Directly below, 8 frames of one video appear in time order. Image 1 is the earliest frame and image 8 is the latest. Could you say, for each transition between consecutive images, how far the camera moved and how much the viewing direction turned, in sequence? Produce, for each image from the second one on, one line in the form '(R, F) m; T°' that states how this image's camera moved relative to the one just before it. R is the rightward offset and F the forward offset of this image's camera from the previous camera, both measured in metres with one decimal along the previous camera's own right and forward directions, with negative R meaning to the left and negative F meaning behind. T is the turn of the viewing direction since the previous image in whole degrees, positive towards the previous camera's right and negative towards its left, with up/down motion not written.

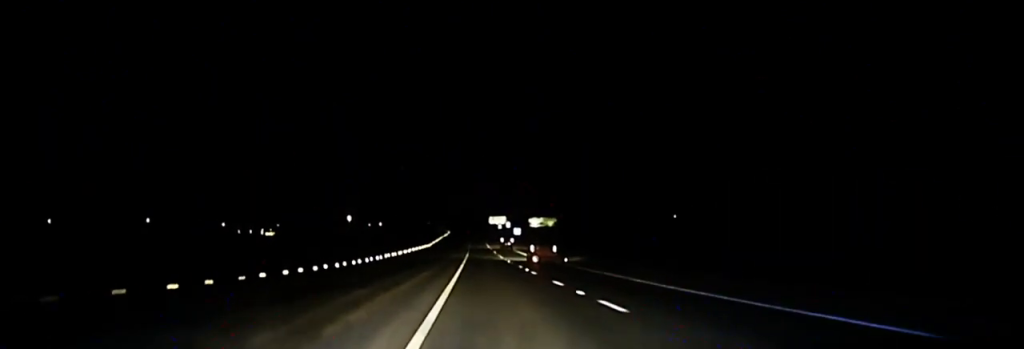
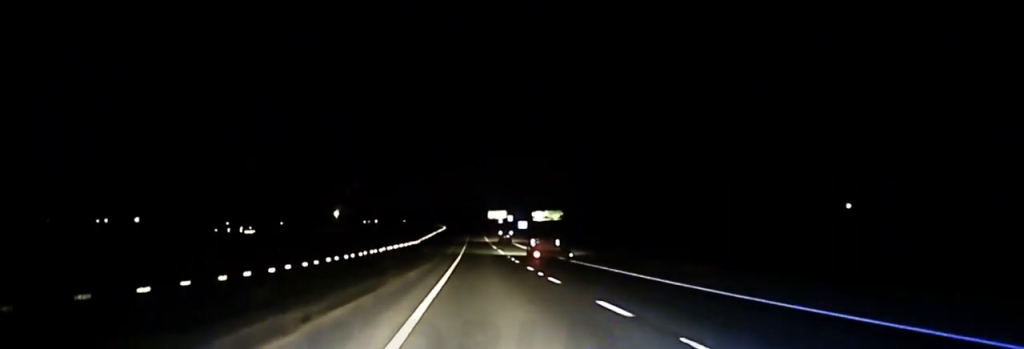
(-0.1, +39.4) m; 0°
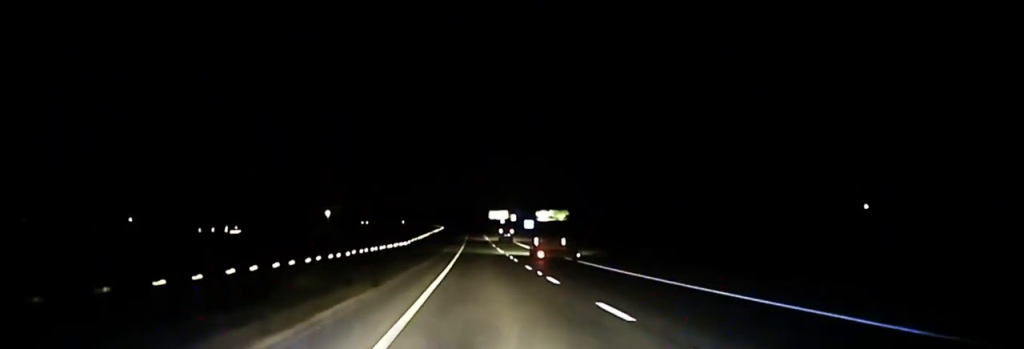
(+0.2, +26.0) m; +1°
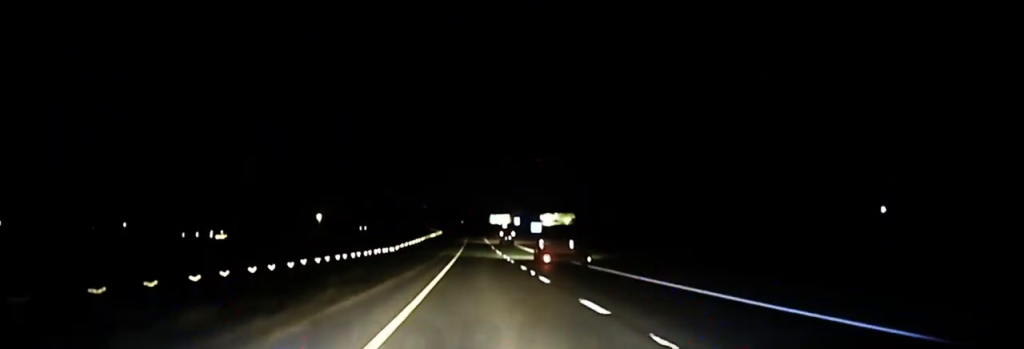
(+0.1, +24.0) m; 0°
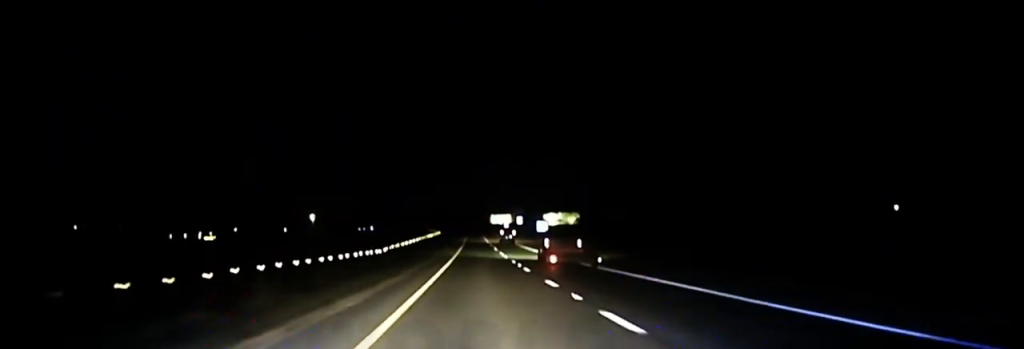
(+0.1, +16.6) m; 0°
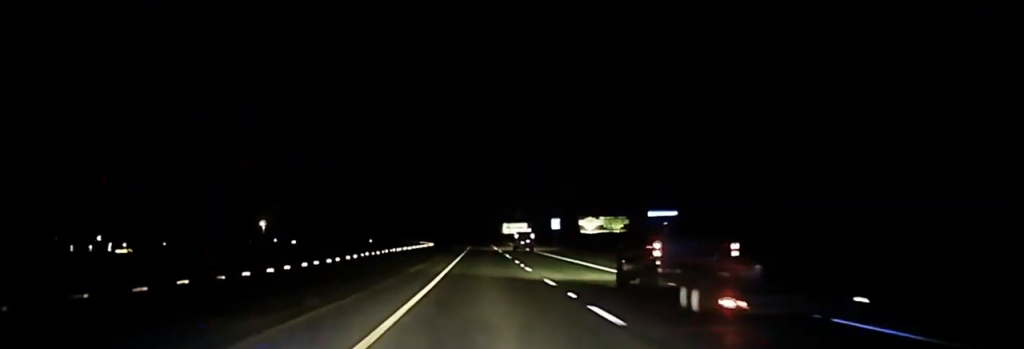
(-1.2, +102.8) m; -1°
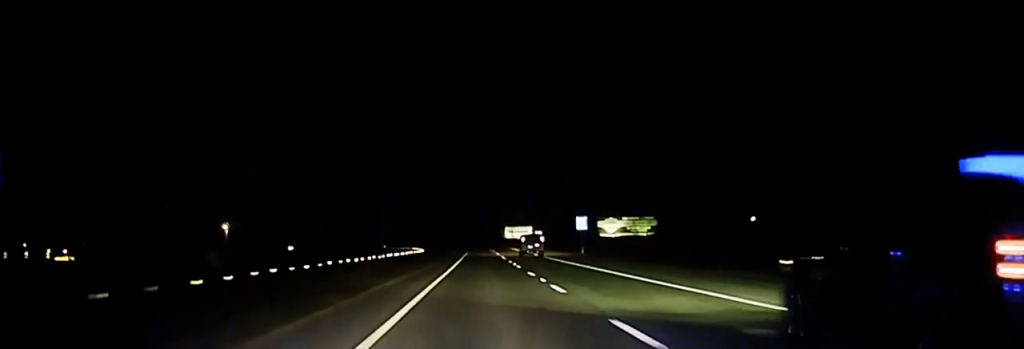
(+0.1, +36.9) m; 0°
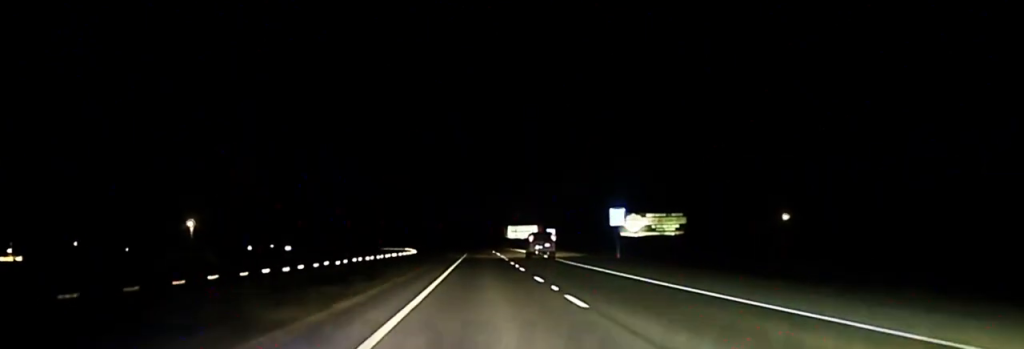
(+0.1, +26.9) m; 0°
